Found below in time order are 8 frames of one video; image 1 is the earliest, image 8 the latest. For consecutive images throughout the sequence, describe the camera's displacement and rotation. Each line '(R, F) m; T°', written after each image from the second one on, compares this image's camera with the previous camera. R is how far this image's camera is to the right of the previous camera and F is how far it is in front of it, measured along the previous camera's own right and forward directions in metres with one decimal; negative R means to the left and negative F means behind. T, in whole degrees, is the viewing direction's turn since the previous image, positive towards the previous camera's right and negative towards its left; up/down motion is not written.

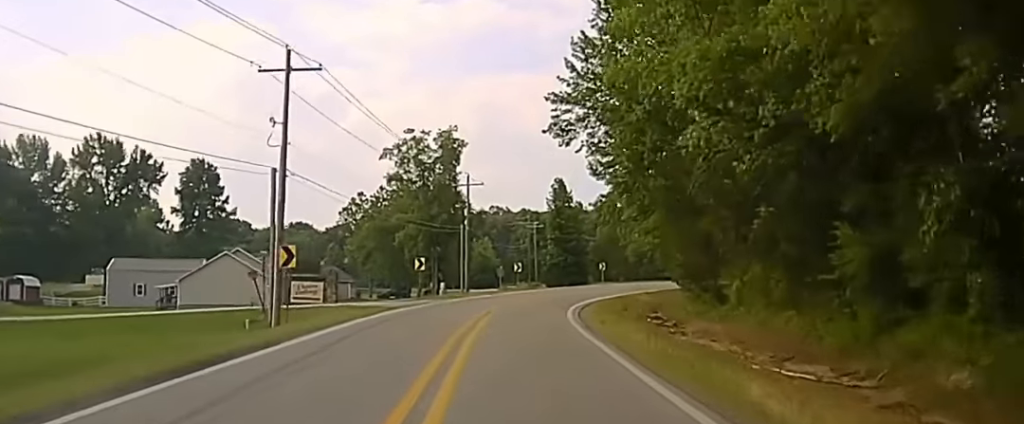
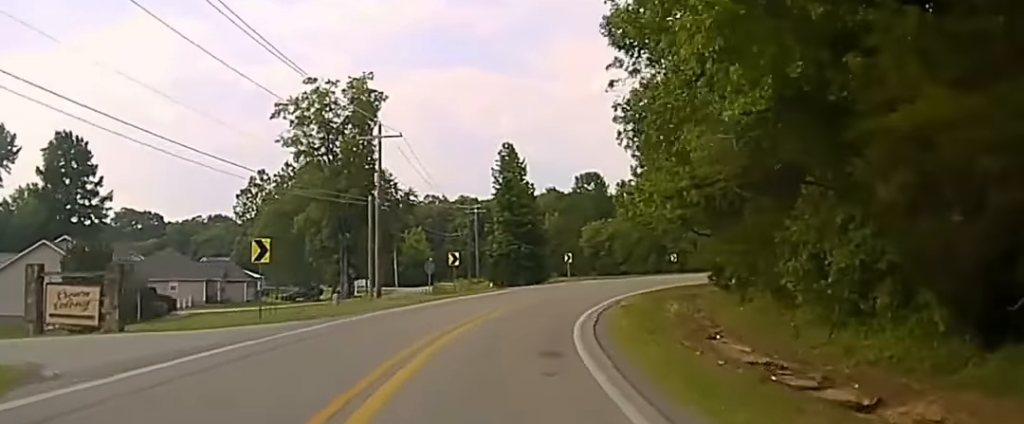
(+0.5, +32.5) m; +3°
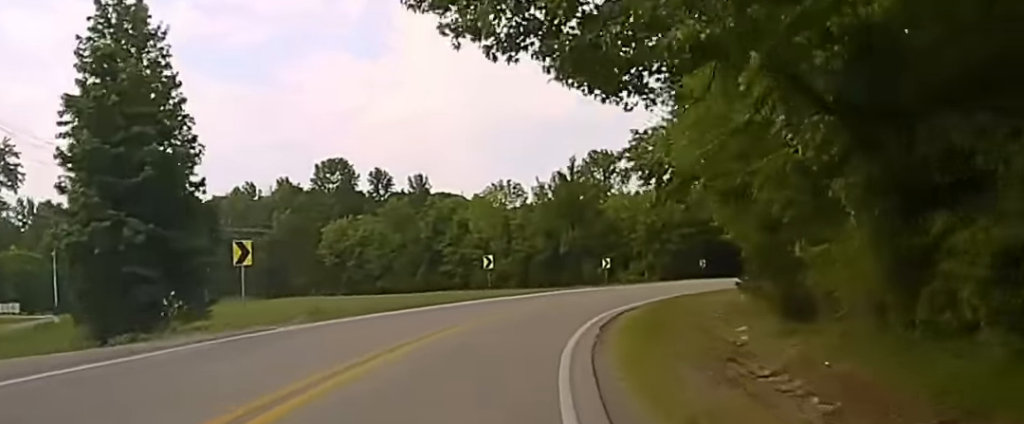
(+5.8, +59.5) m; +13°
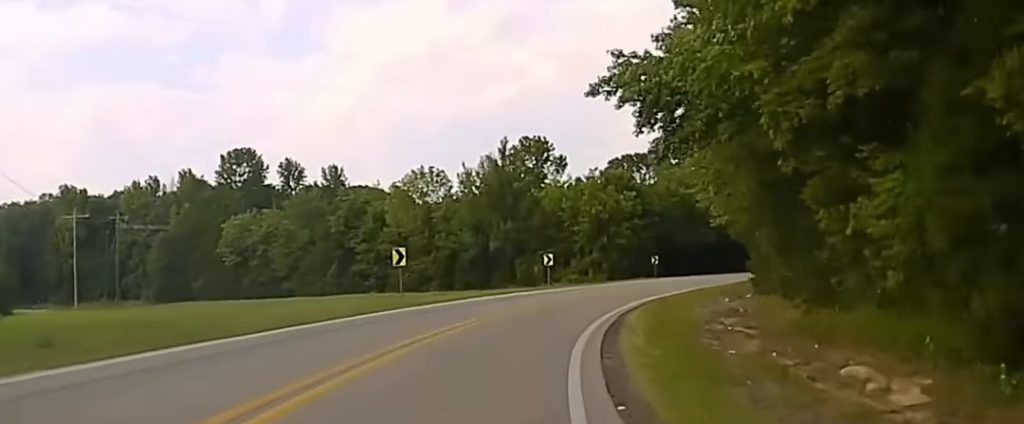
(+0.1, +16.9) m; +4°
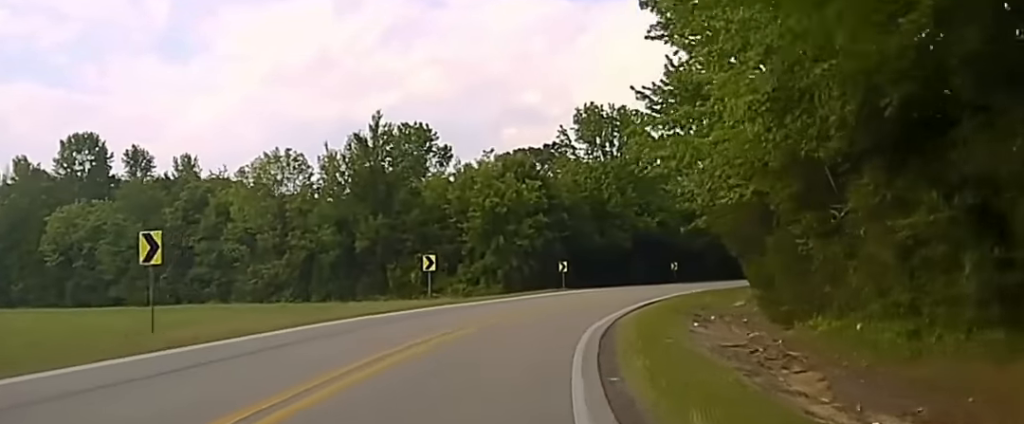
(+1.5, +20.8) m; +6°
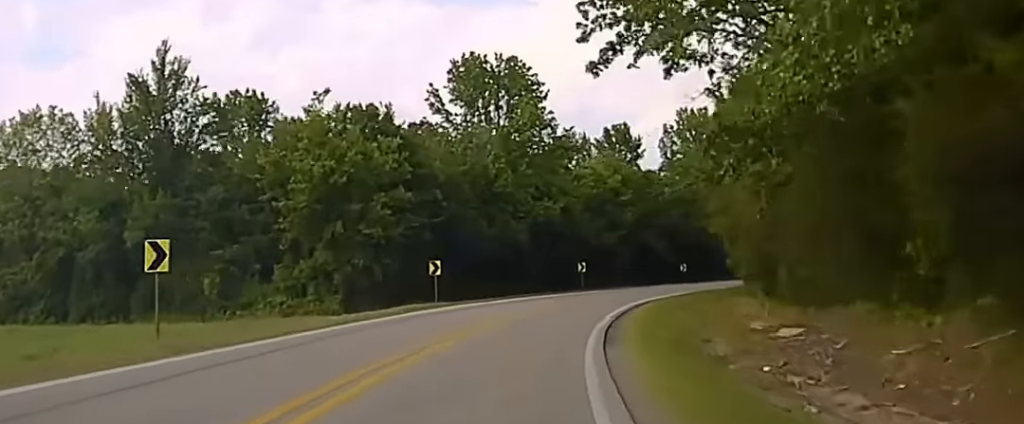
(+2.1, +28.3) m; +8°
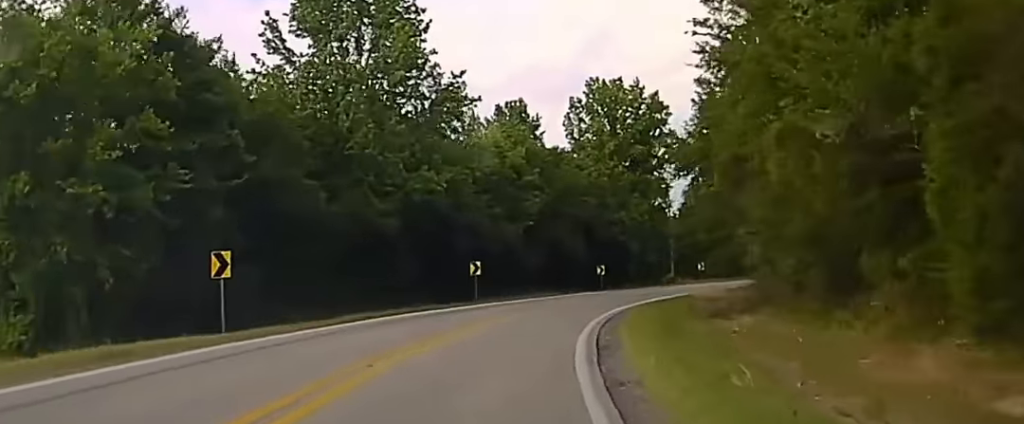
(+1.4, +24.6) m; +7°
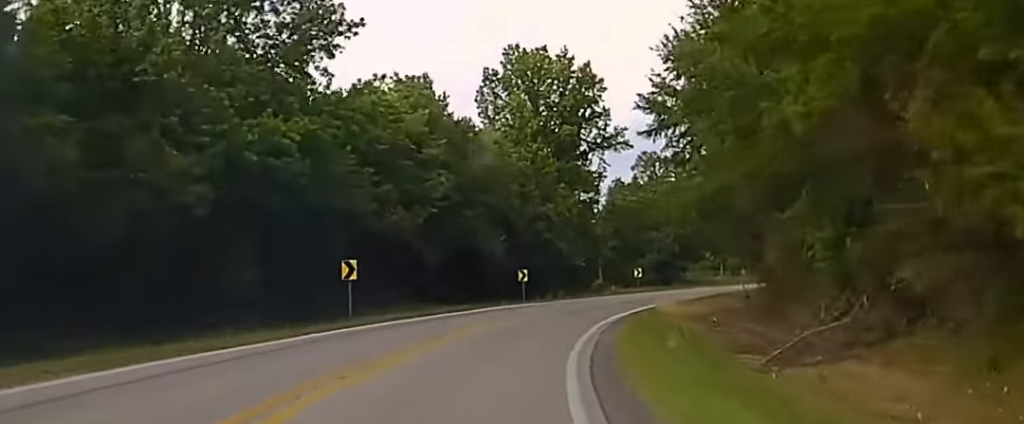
(+0.6, +20.8) m; +5°
